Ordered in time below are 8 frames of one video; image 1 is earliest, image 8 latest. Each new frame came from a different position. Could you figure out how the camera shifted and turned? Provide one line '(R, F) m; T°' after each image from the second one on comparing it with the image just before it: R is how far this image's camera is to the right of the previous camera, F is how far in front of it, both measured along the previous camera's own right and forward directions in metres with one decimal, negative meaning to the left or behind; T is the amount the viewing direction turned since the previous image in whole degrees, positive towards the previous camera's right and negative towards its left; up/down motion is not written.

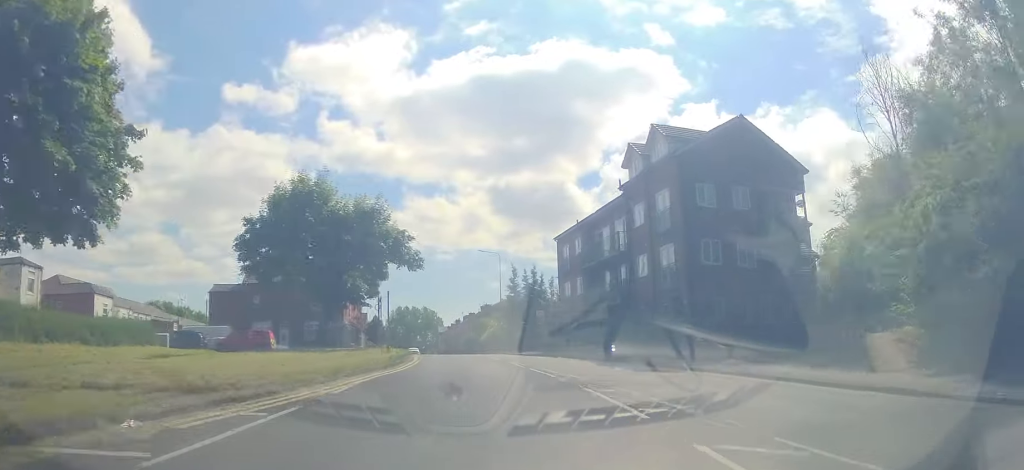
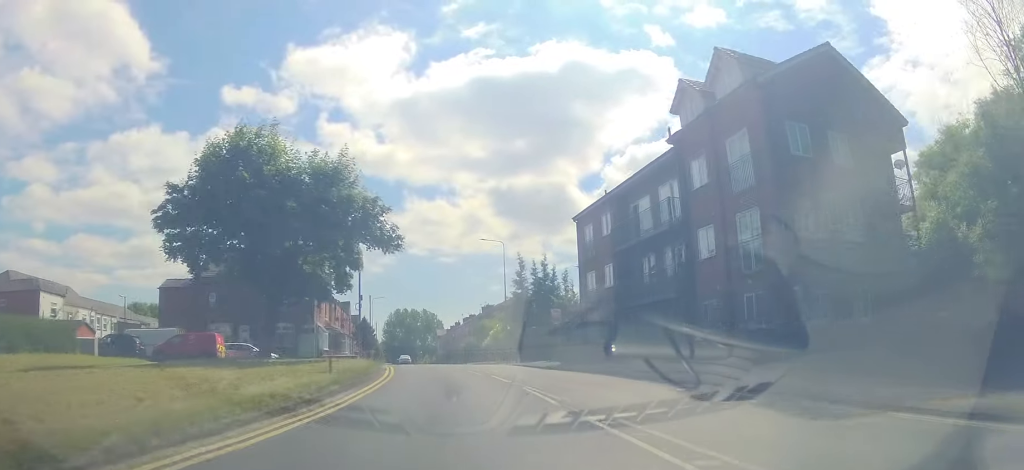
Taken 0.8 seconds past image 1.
(0.0, +9.2) m; +5°
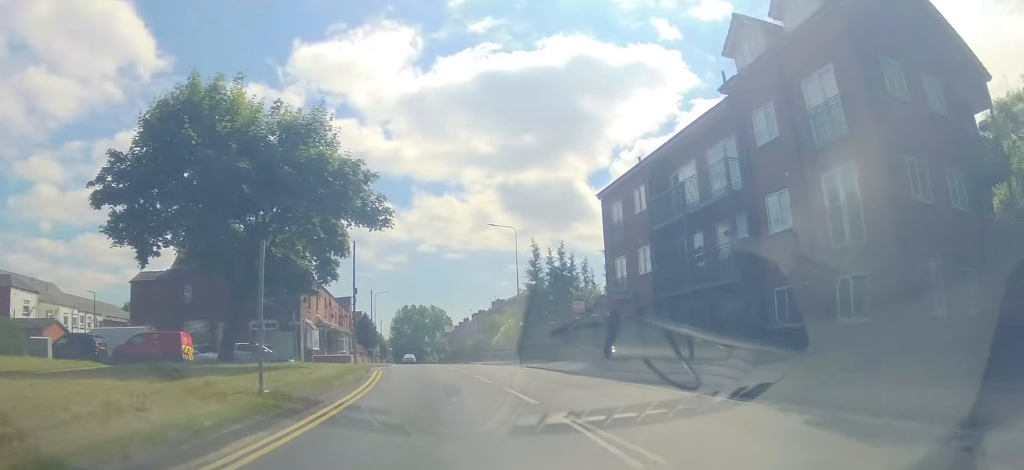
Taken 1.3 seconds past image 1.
(-0.1, +5.2) m; +3°
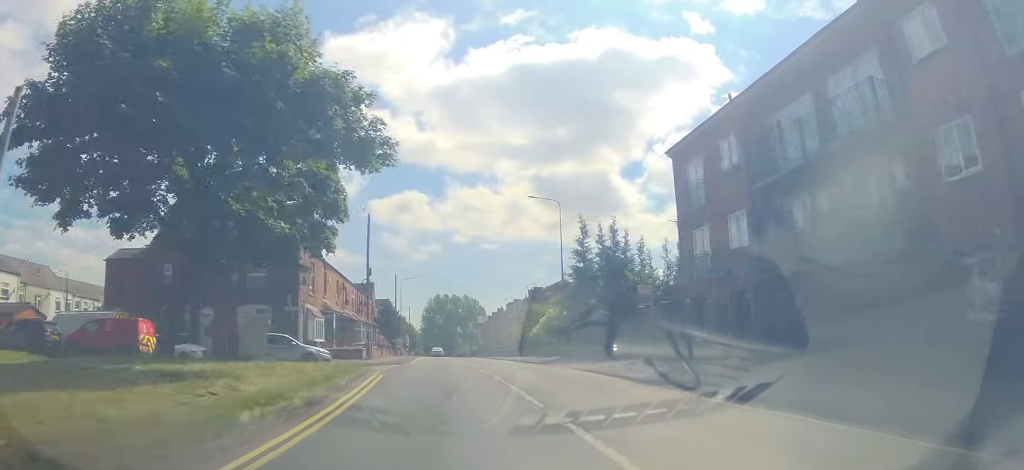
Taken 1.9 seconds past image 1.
(+0.9, +6.5) m; +1°
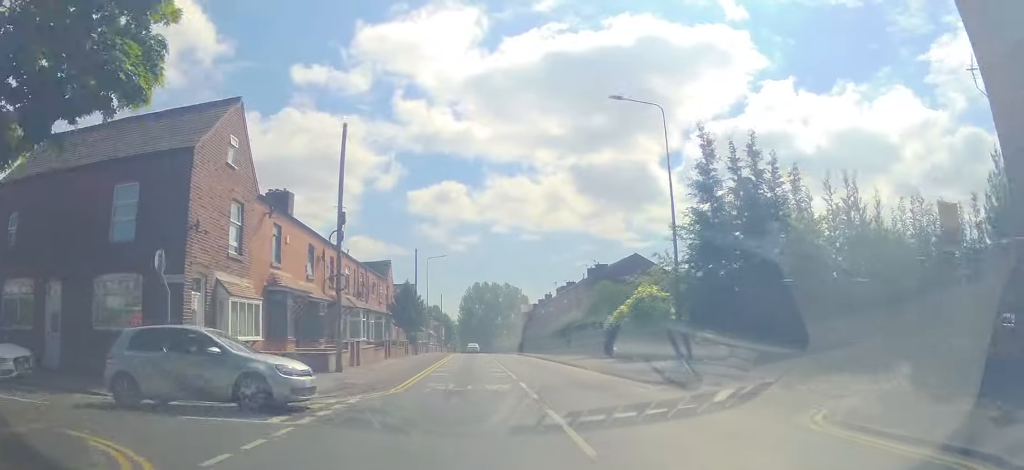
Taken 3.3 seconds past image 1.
(-1.1, +14.4) m; -12°
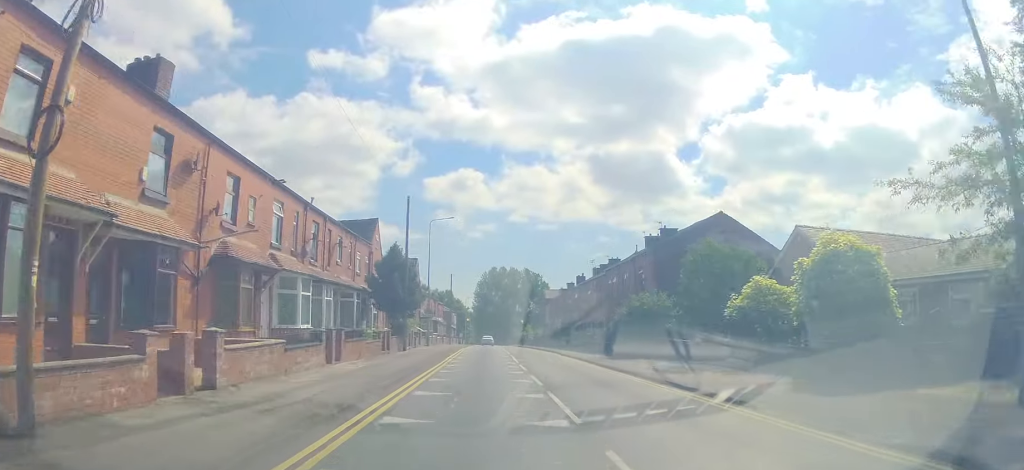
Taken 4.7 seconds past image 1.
(-1.3, +13.2) m; -8°
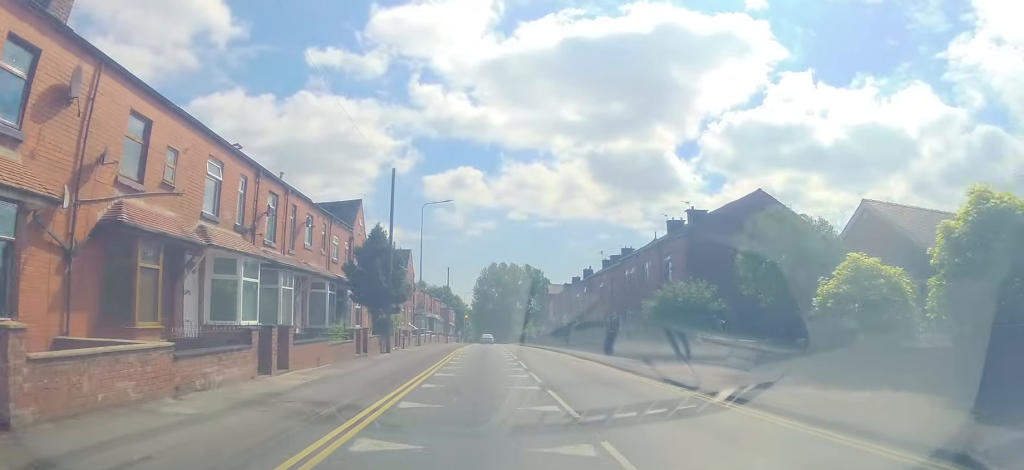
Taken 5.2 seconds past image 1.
(0.0, +4.5) m; -1°
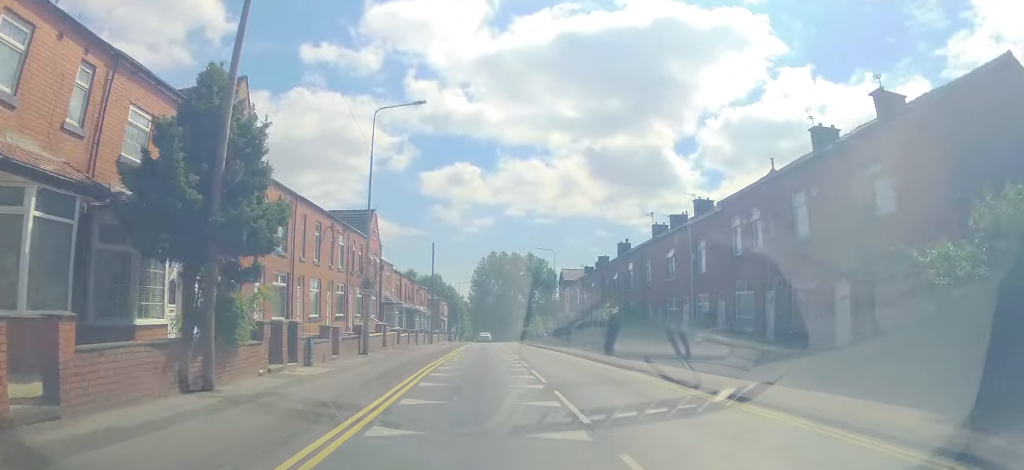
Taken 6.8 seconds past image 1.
(-0.6, +15.1) m; -1°
